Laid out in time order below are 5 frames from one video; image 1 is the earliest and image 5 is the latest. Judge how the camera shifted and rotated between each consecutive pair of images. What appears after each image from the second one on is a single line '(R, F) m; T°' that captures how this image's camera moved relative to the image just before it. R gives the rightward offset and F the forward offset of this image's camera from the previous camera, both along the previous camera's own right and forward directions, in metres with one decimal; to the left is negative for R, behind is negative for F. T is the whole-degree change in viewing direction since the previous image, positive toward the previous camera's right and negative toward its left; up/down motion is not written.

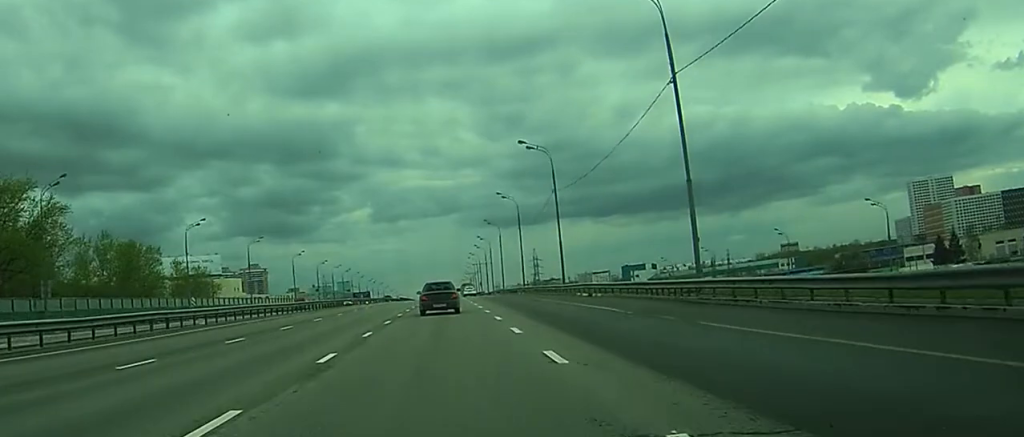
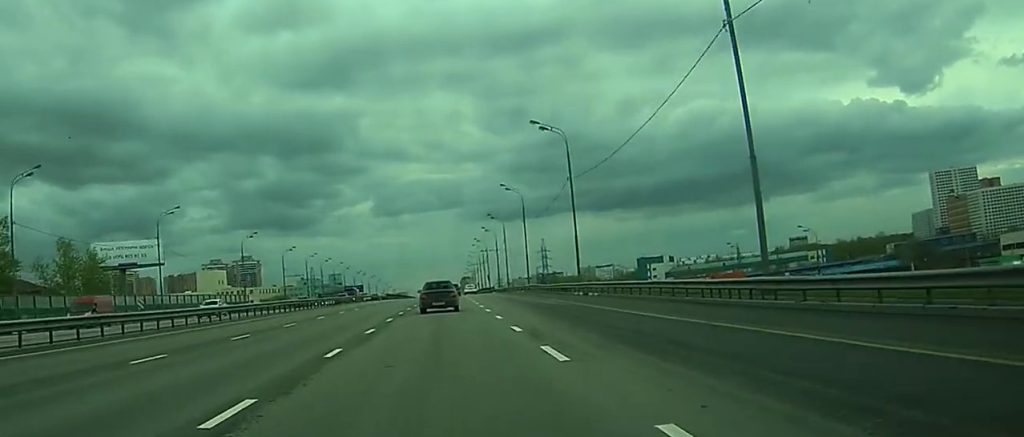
(+0.4, +42.6) m; -2°
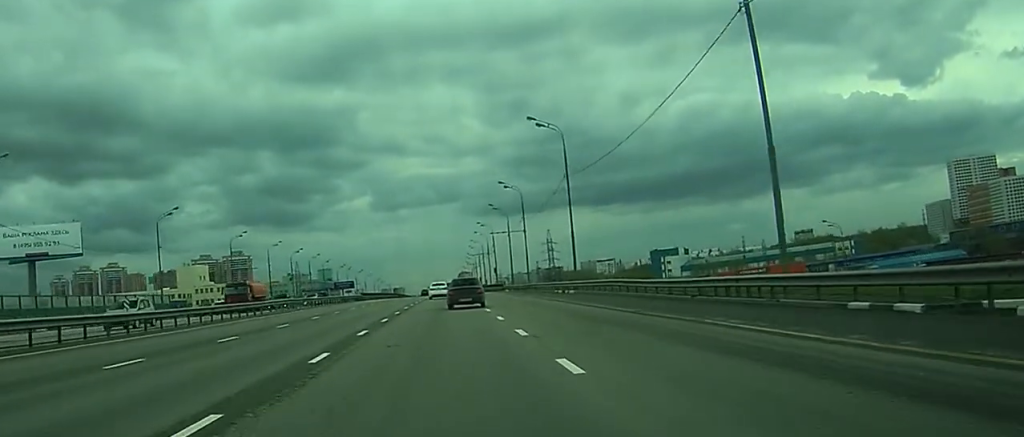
(0.0, +41.0) m; 0°
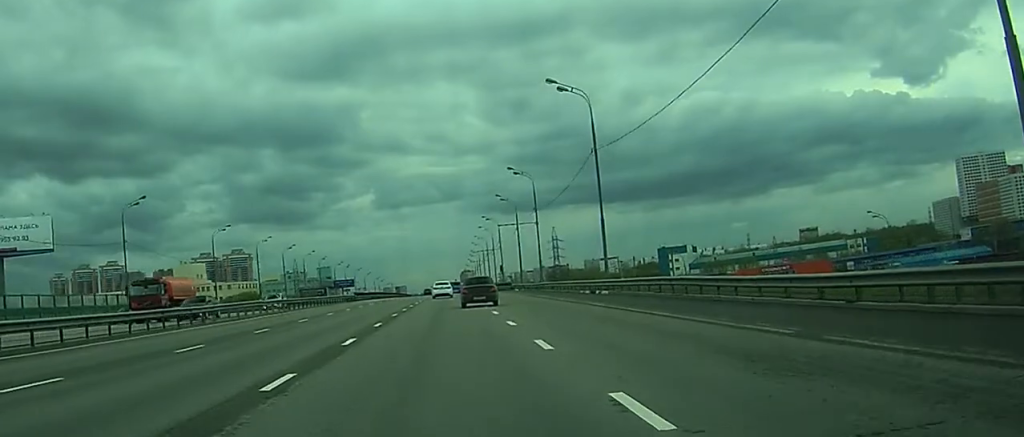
(0.0, +13.7) m; 0°
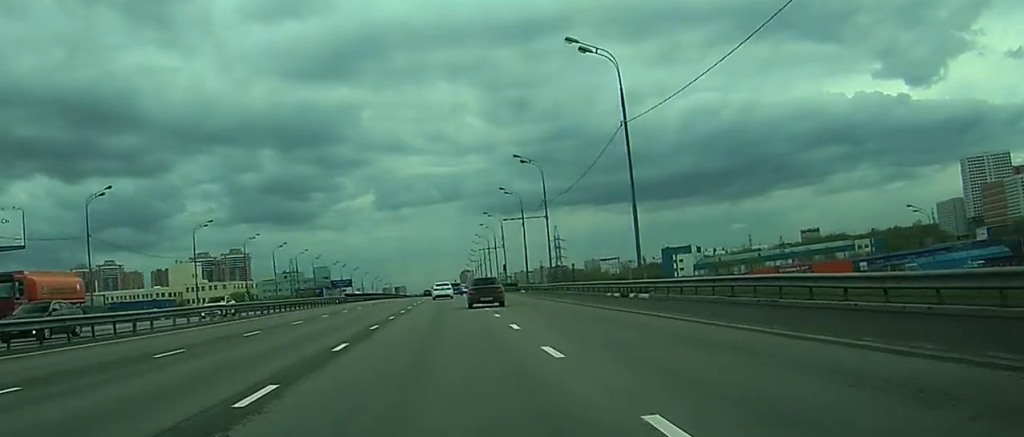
(0.0, +10.8) m; 0°
